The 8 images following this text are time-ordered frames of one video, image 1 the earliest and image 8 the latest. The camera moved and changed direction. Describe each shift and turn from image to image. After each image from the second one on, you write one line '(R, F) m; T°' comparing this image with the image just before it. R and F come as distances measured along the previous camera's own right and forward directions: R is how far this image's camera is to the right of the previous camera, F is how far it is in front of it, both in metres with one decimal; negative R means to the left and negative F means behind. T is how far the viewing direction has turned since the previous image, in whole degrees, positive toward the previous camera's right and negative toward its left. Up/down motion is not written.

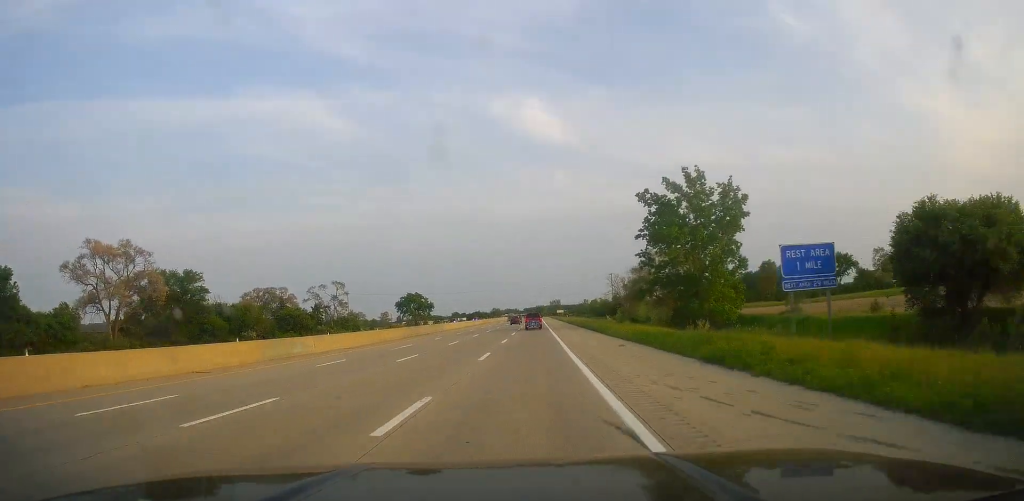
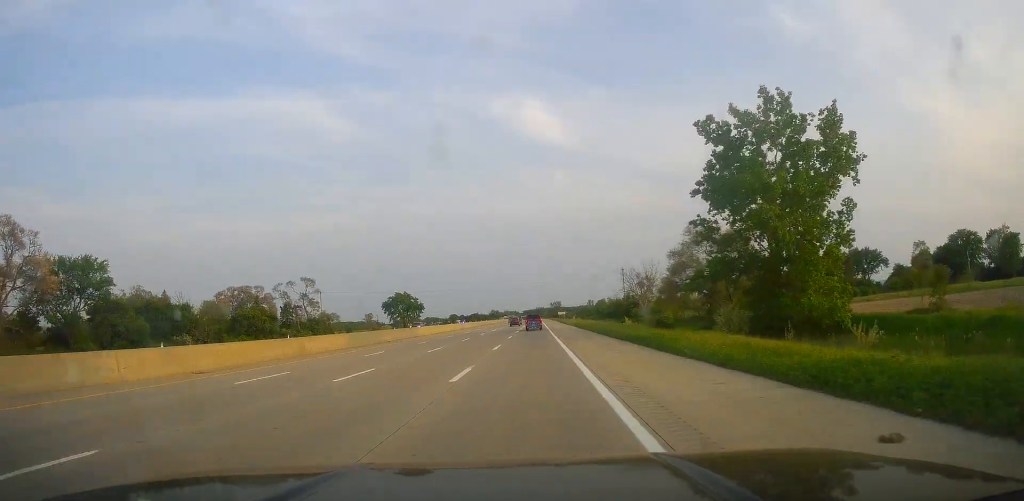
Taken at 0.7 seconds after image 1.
(-0.2, +23.0) m; 0°
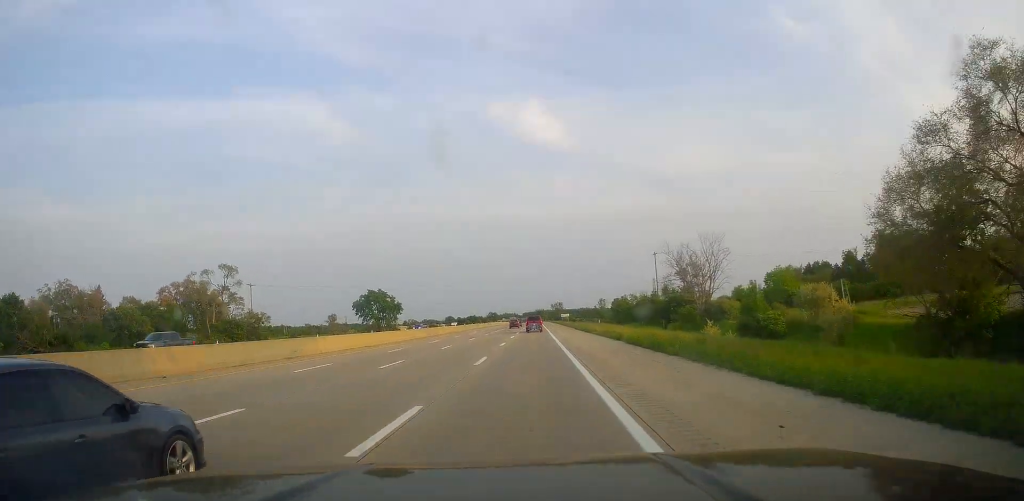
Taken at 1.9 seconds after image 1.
(+0.3, +40.6) m; 0°
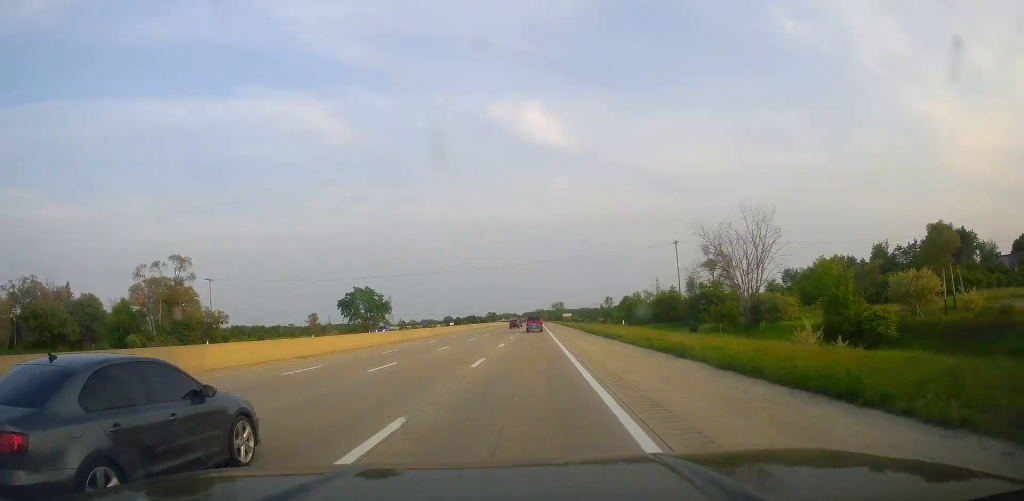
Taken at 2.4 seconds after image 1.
(+0.1, +16.4) m; 0°
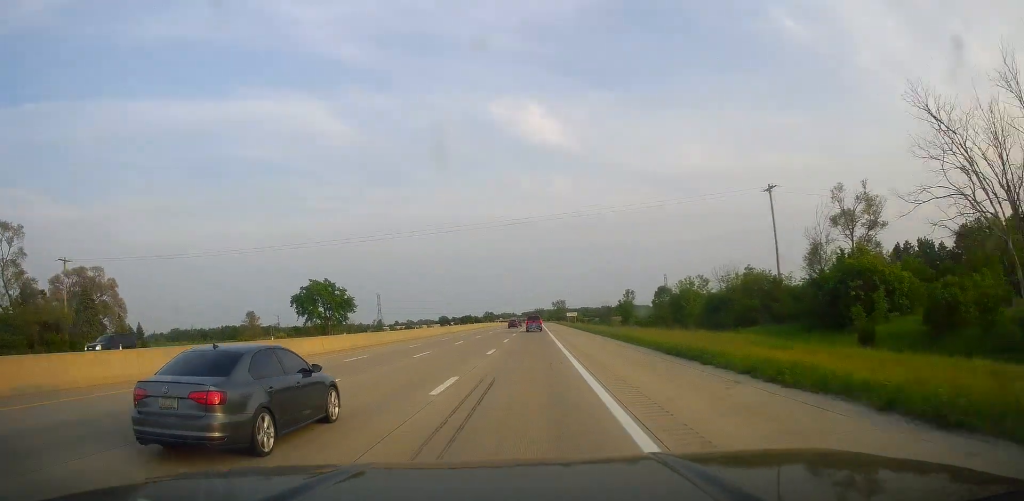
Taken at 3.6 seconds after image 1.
(-0.4, +38.2) m; 0°
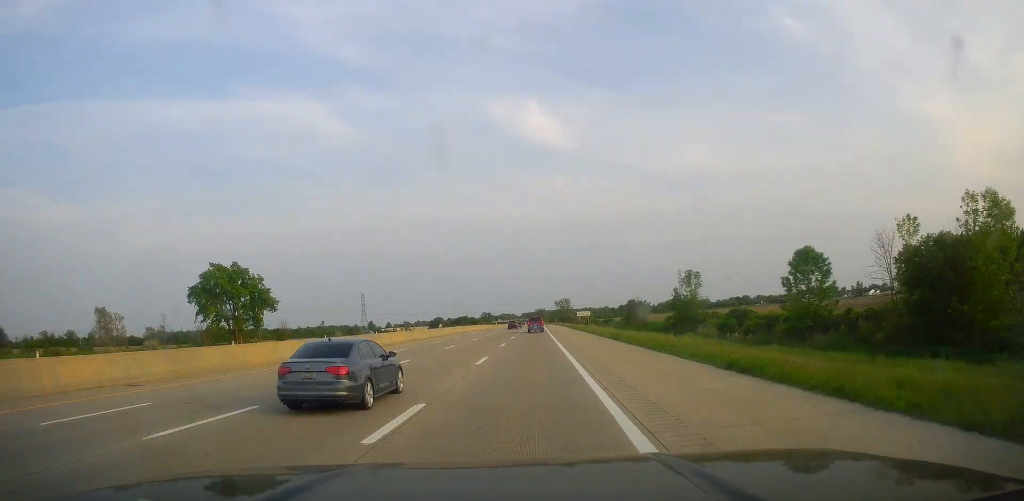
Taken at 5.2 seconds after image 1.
(+1.0, +51.1) m; +1°
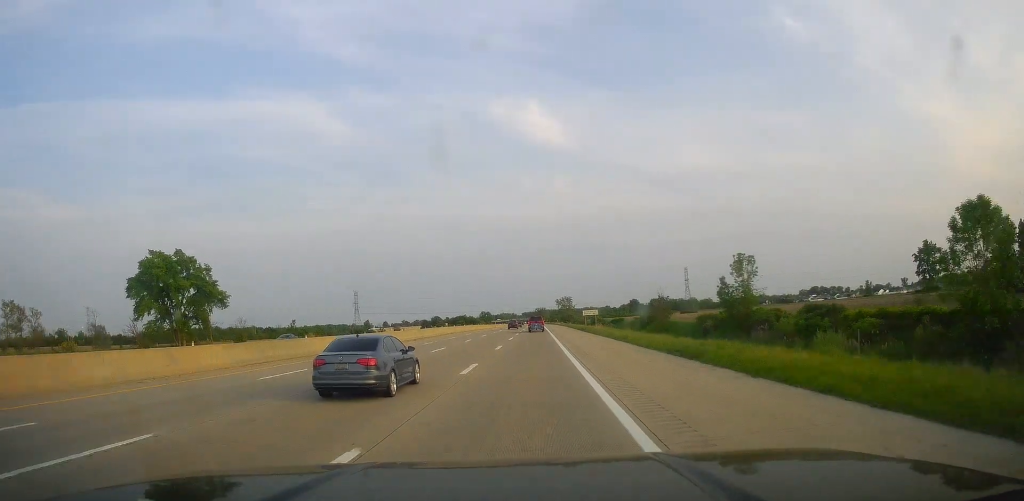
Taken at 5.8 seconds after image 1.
(-0.3, +19.7) m; 0°
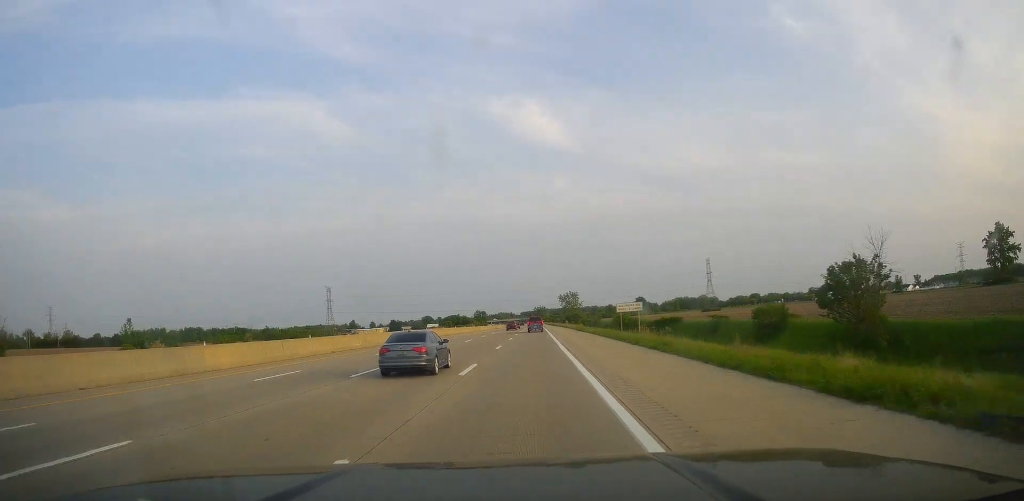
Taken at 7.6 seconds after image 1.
(+0.1, +61.3) m; 0°
